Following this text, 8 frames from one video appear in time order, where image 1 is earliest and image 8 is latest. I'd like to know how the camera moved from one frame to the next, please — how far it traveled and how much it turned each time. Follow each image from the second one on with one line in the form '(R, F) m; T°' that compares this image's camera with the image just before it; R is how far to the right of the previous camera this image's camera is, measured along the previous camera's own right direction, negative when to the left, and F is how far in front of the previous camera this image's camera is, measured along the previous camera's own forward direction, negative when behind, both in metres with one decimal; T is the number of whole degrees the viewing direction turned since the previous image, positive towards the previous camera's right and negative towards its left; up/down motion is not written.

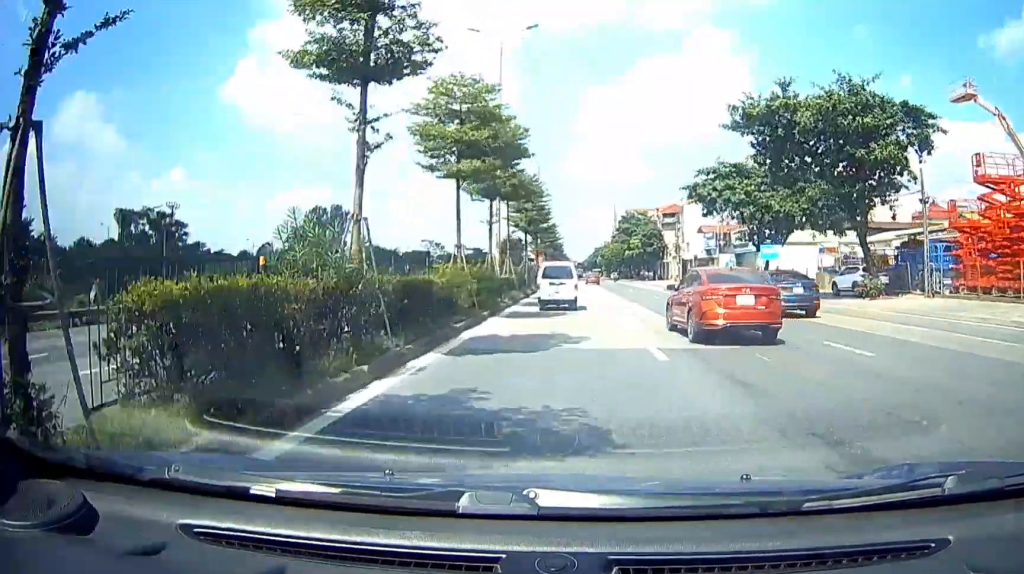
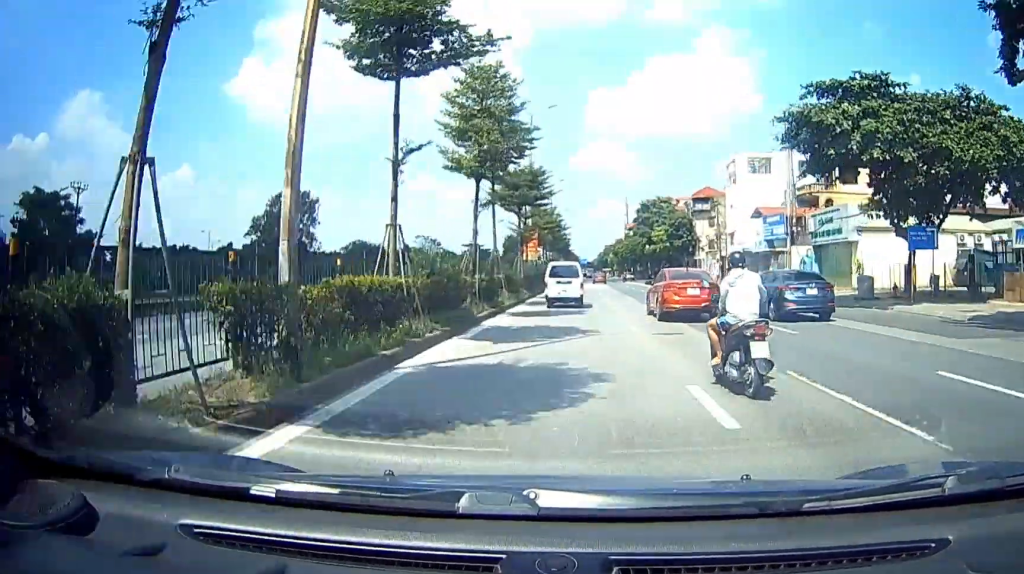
(+2.4, +20.9) m; +6°
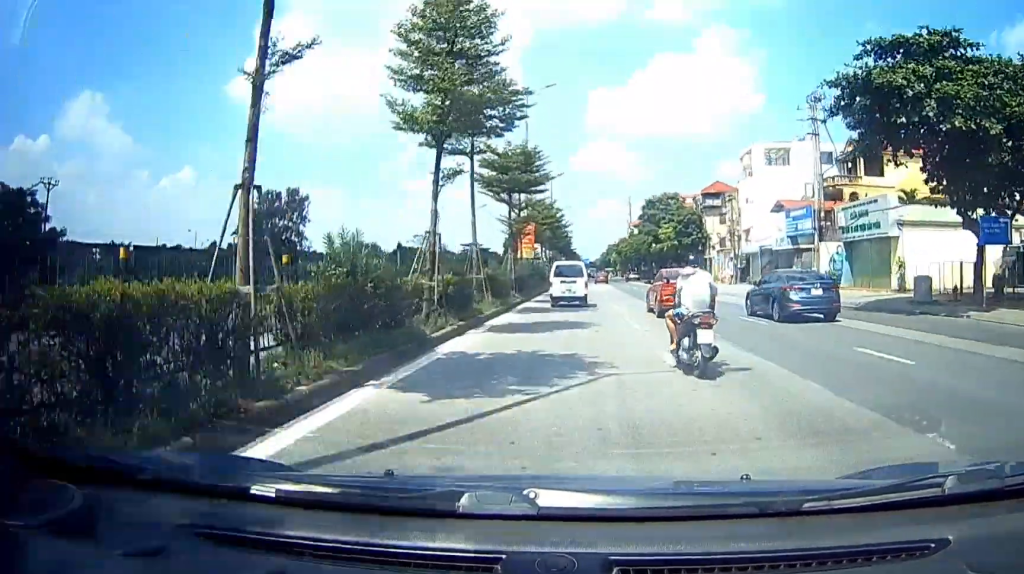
(-0.1, +5.0) m; -1°
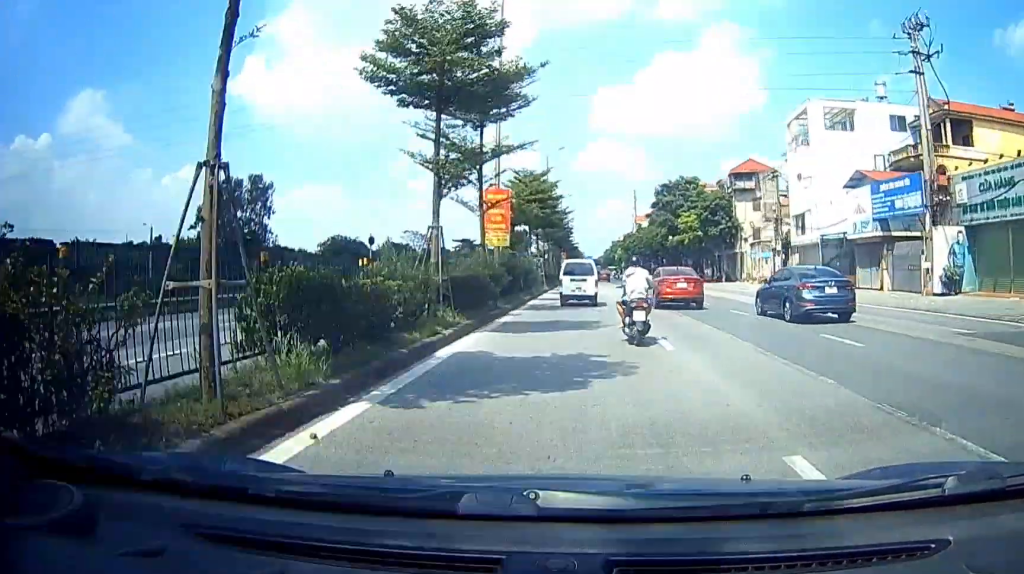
(-0.2, +13.0) m; -1°
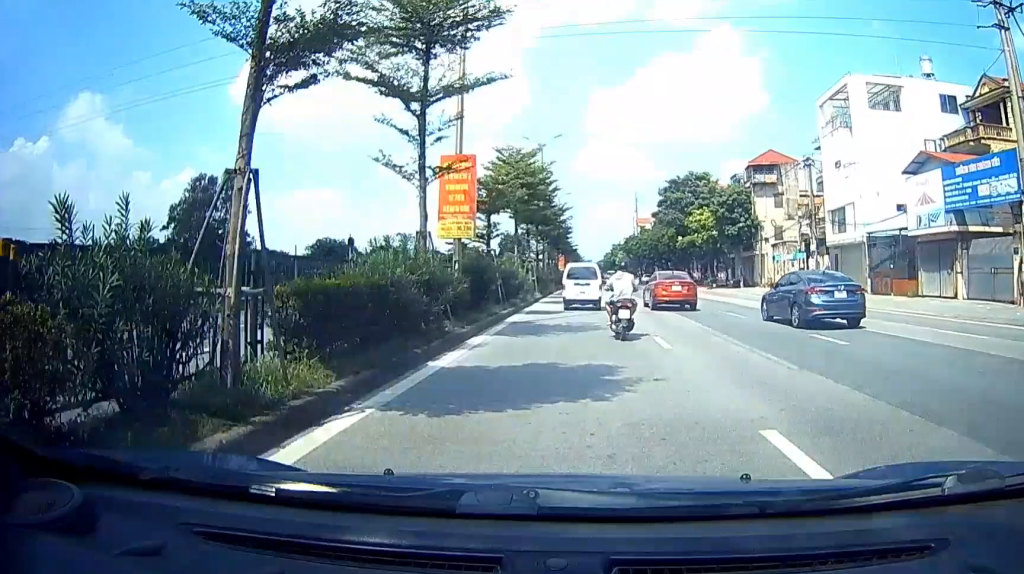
(0.0, +6.7) m; 0°
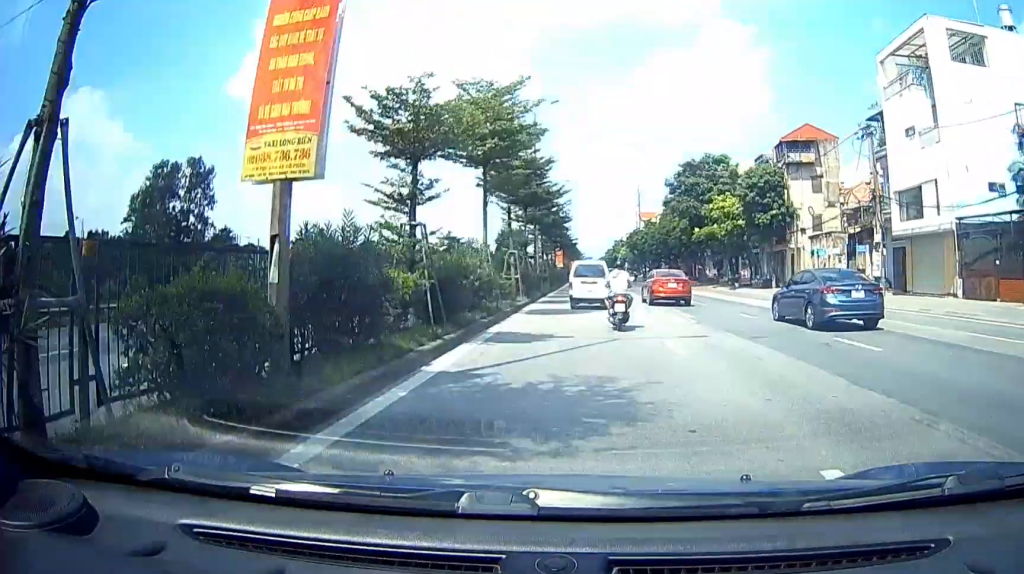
(0.0, +8.4) m; 0°
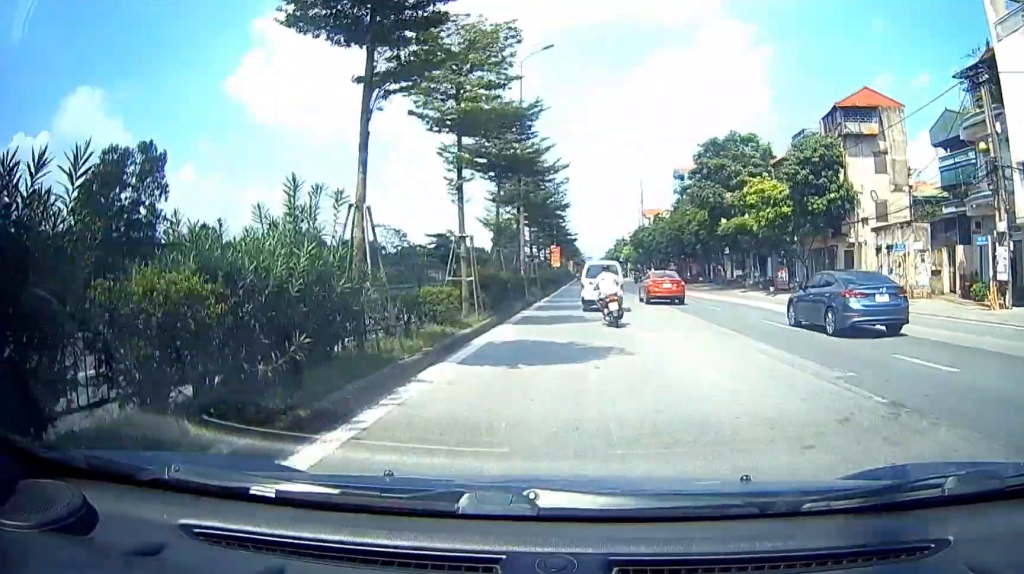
(+0.1, +9.7) m; +1°
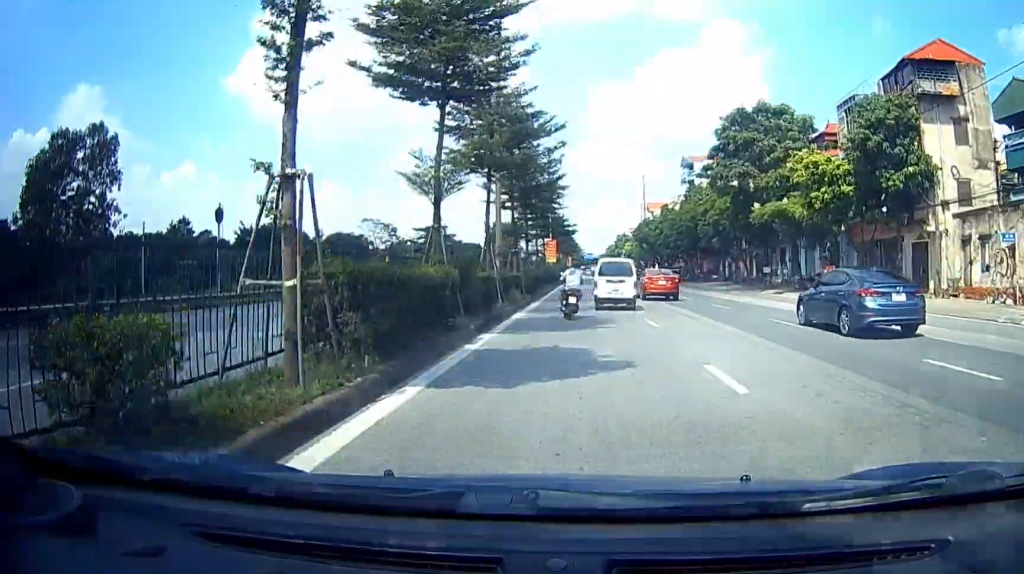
(0.0, +8.0) m; 0°
